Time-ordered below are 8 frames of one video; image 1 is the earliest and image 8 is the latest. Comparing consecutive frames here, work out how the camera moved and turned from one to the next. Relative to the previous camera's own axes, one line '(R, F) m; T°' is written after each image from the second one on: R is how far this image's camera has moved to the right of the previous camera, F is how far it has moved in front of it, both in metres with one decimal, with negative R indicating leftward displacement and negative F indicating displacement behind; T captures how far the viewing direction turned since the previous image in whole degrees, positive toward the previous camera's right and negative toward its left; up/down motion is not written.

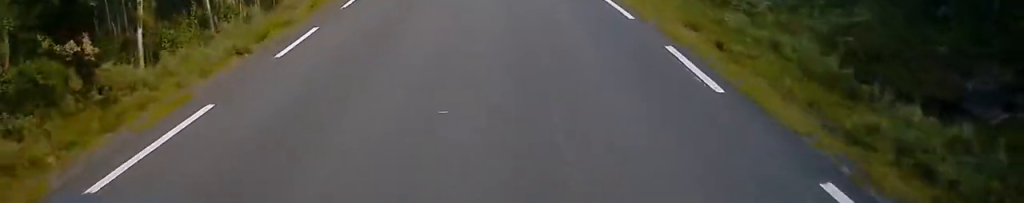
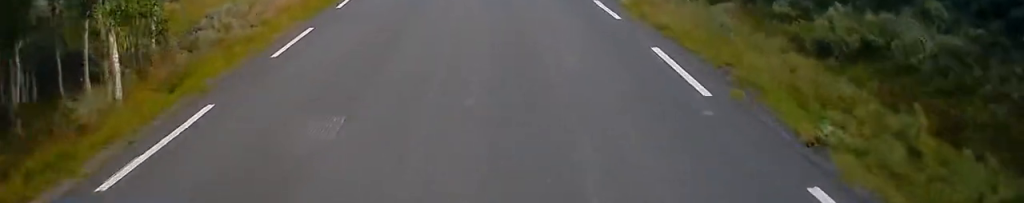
(-0.8, +17.6) m; -2°
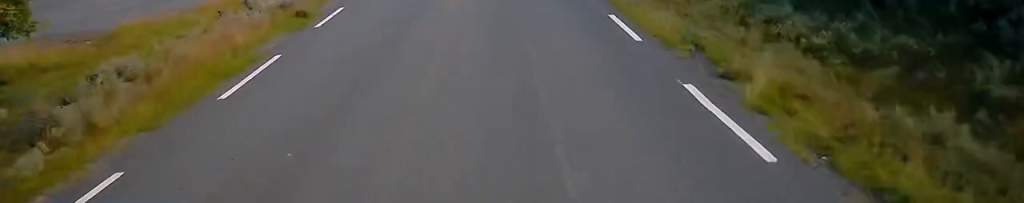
(+0.2, +8.2) m; 0°
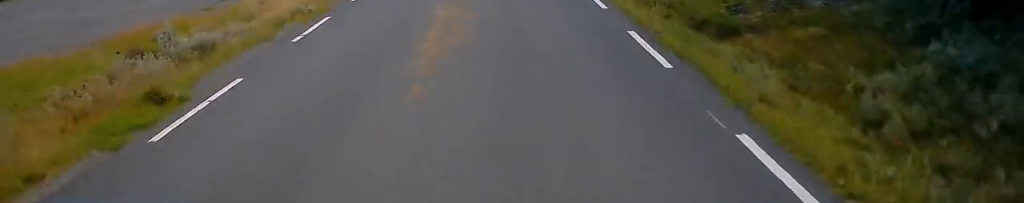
(+0.3, +8.0) m; 0°
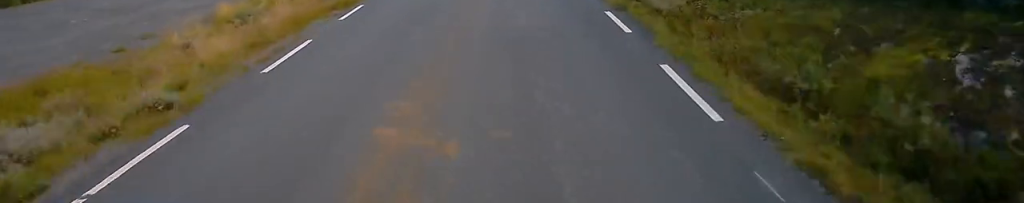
(-0.3, +8.2) m; -2°
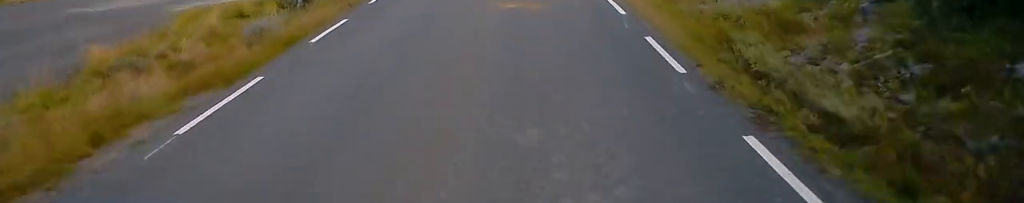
(-0.2, +9.4) m; -2°
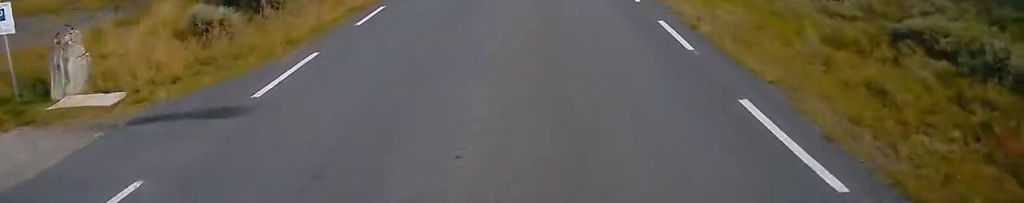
(-0.6, +22.2) m; 0°
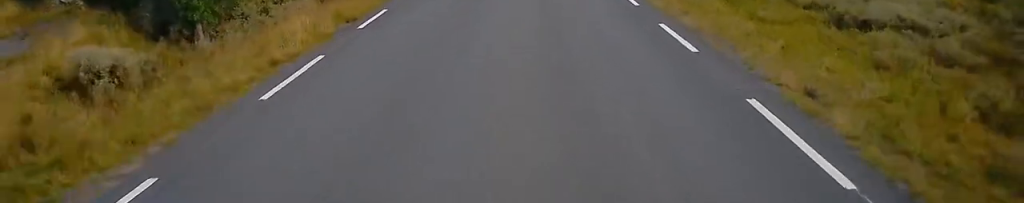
(0.0, +5.8) m; 0°
